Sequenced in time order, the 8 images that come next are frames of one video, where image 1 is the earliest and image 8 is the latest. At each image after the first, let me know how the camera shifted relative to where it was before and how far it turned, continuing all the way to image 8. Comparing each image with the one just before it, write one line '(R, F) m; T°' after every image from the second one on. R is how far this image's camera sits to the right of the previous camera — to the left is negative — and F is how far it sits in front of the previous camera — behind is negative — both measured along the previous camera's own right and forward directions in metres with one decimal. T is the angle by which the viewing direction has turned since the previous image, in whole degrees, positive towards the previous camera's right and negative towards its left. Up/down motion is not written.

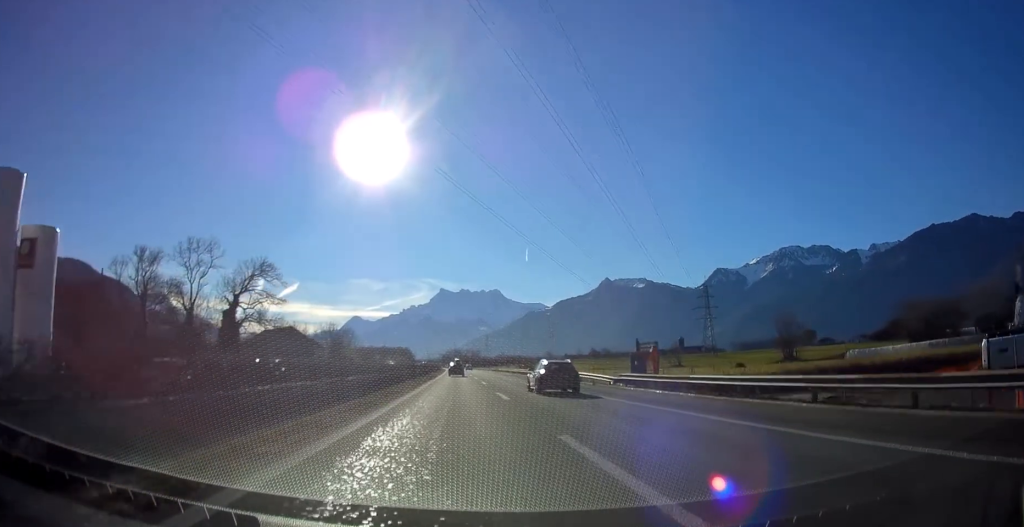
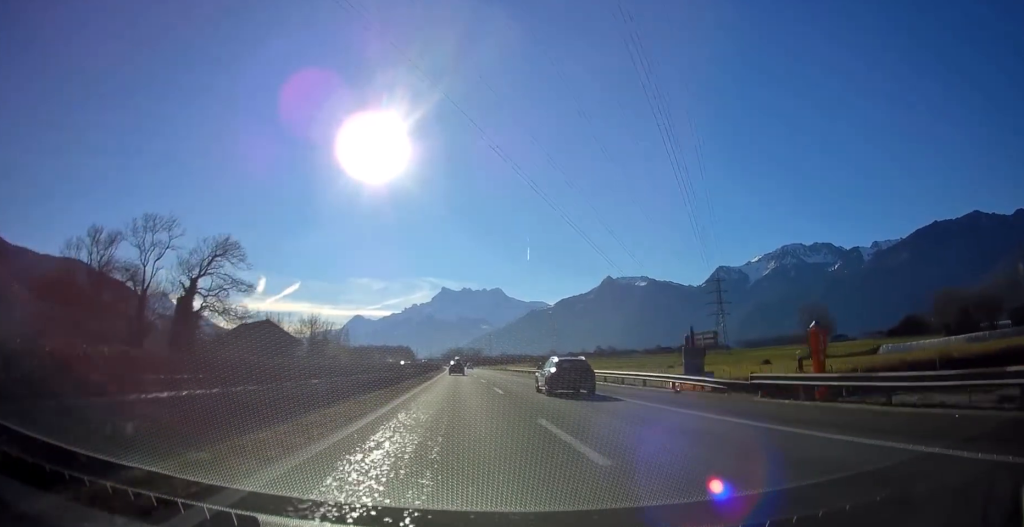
(0.0, +15.7) m; 0°
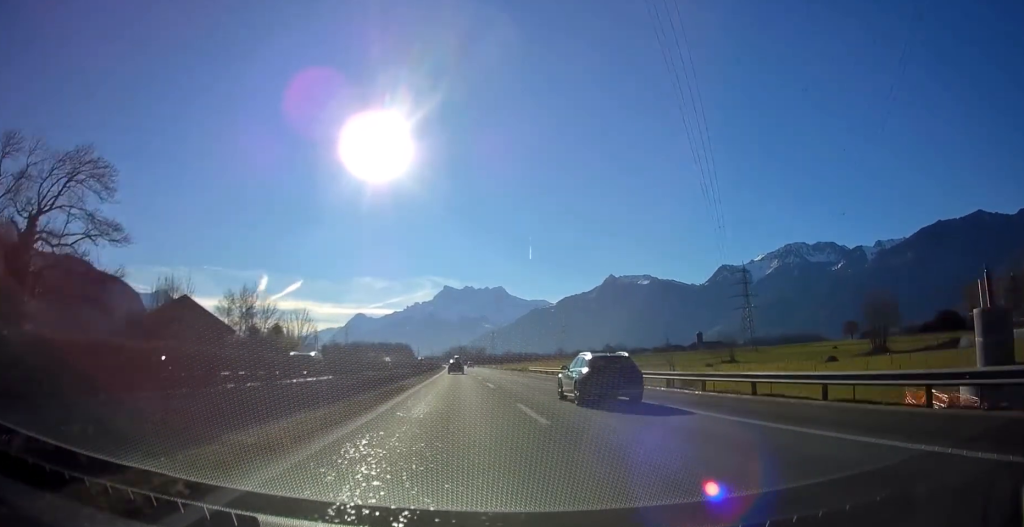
(-0.1, +31.5) m; 0°
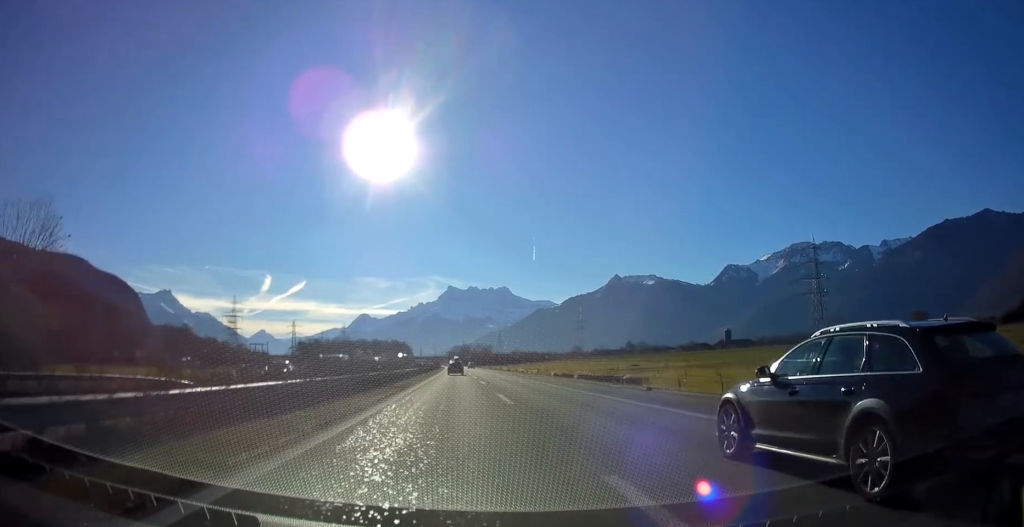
(-0.2, +65.4) m; 0°
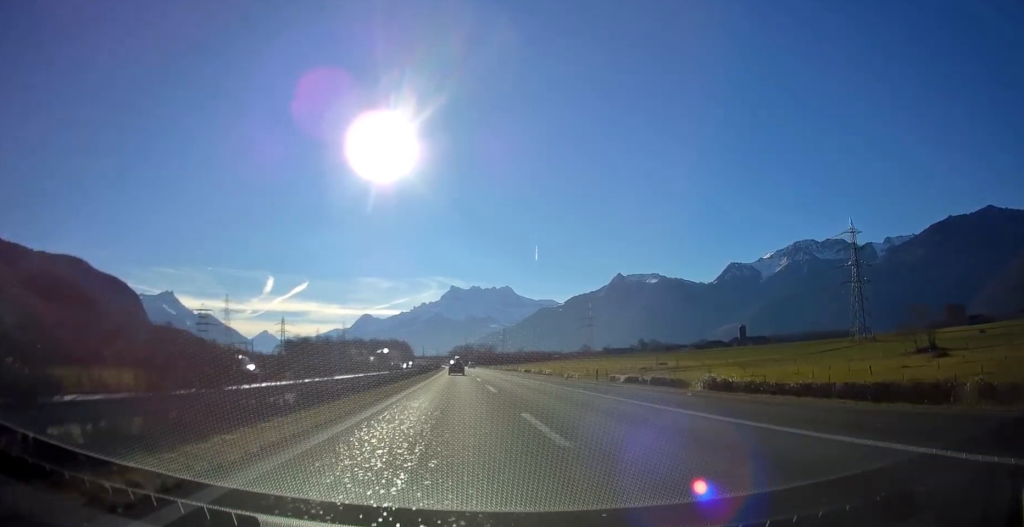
(0.0, +28.2) m; 0°
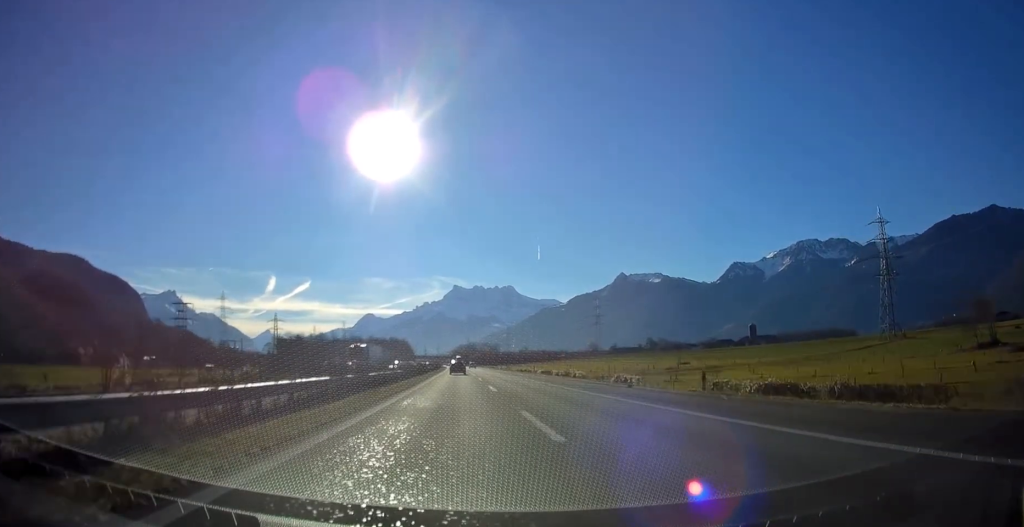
(-0.1, +16.9) m; 0°
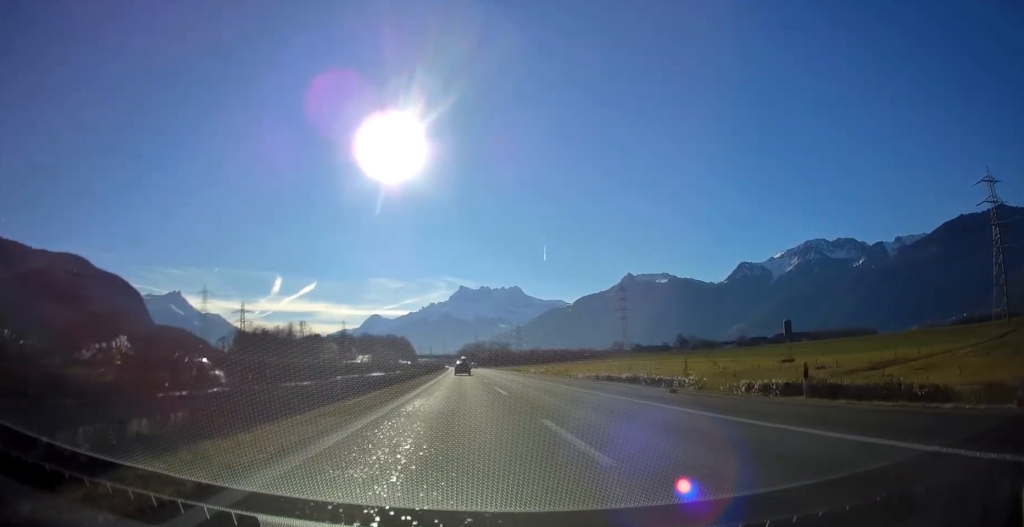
(-0.4, +57.4) m; -1°
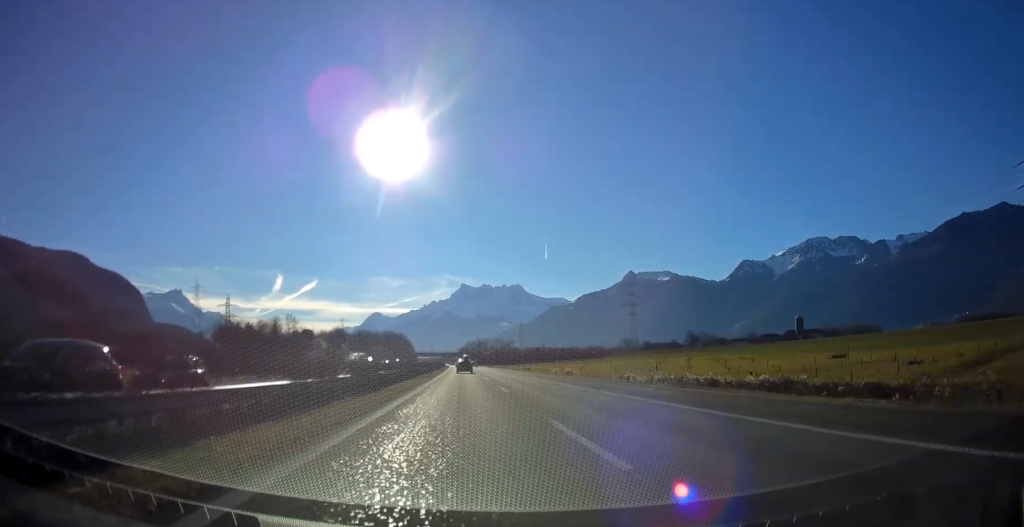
(0.0, +19.2) m; 0°
